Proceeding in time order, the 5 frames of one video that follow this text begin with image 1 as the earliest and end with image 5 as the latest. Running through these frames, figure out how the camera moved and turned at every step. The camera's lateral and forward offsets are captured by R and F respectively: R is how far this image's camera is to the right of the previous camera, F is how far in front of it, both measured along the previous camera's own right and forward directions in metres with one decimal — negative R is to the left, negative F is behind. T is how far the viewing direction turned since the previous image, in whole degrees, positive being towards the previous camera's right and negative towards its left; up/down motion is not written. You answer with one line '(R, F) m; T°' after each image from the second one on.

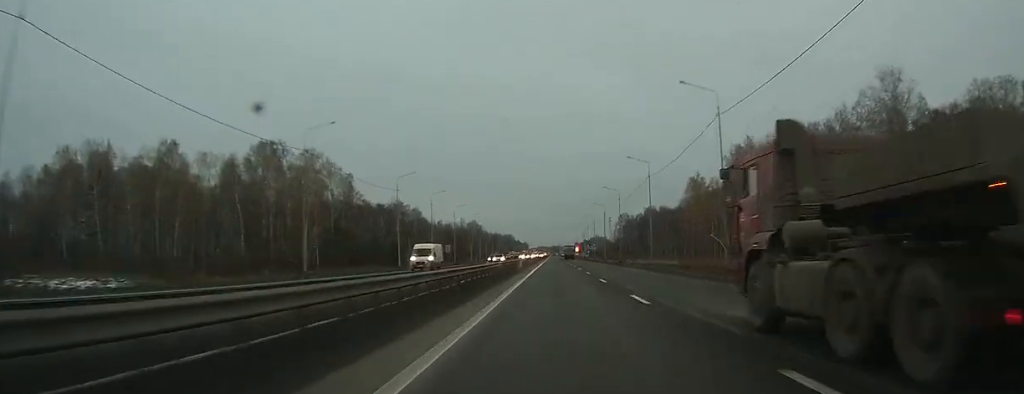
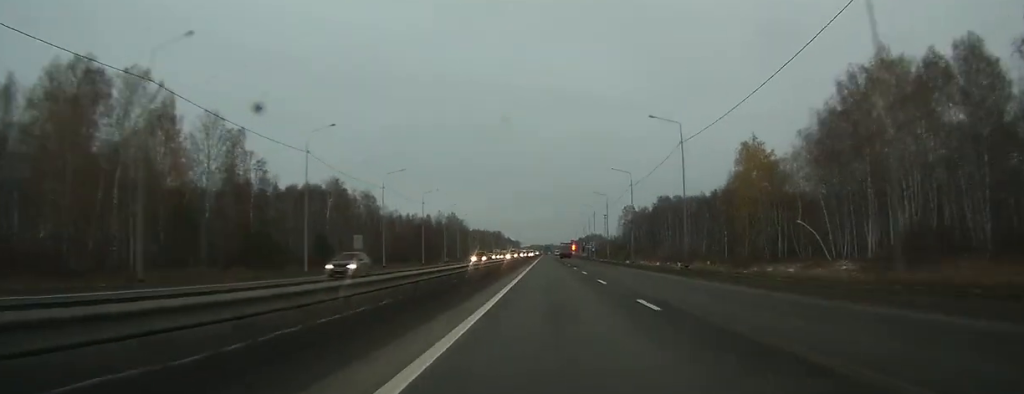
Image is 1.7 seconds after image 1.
(+0.1, +49.4) m; 0°
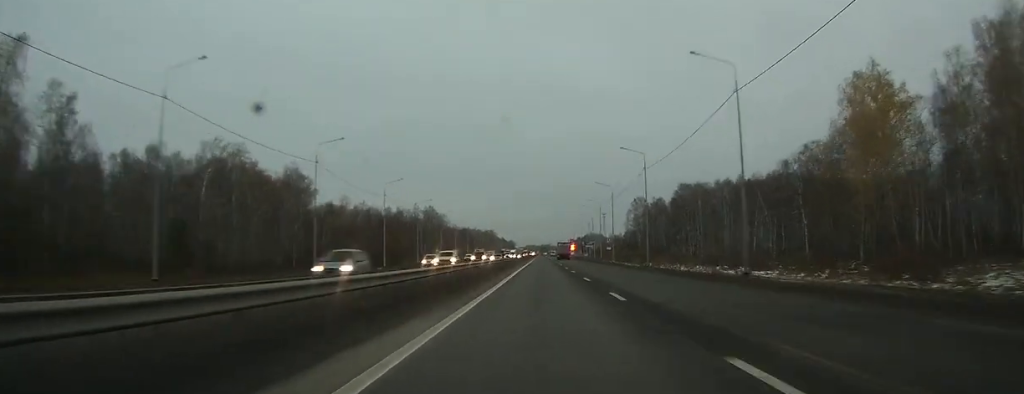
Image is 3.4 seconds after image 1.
(0.0, +45.9) m; 0°
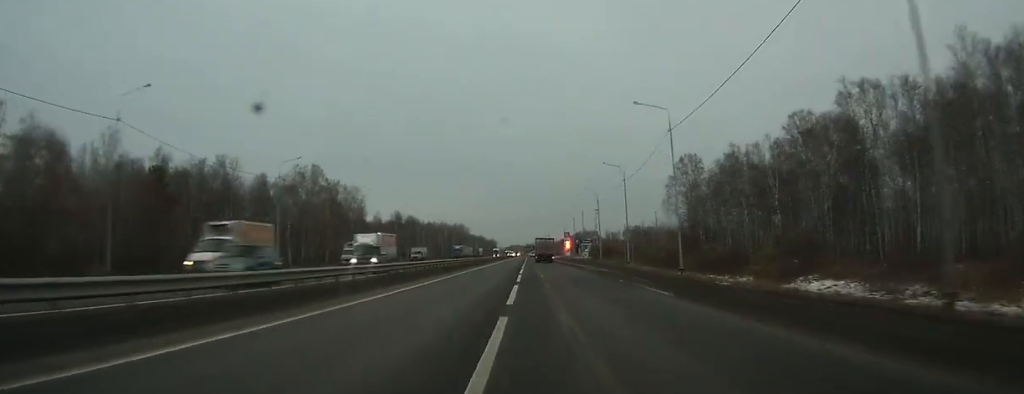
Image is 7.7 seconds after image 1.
(+1.3, +109.6) m; +1°
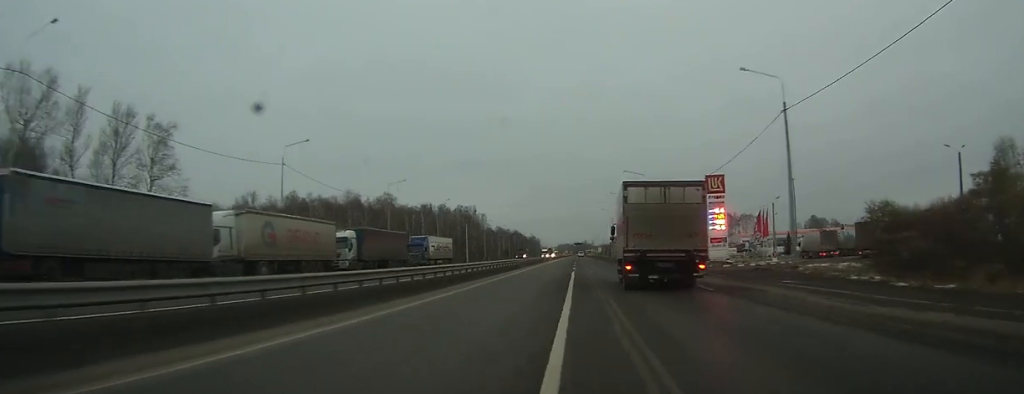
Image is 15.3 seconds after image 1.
(-3.5, +164.1) m; -3°
